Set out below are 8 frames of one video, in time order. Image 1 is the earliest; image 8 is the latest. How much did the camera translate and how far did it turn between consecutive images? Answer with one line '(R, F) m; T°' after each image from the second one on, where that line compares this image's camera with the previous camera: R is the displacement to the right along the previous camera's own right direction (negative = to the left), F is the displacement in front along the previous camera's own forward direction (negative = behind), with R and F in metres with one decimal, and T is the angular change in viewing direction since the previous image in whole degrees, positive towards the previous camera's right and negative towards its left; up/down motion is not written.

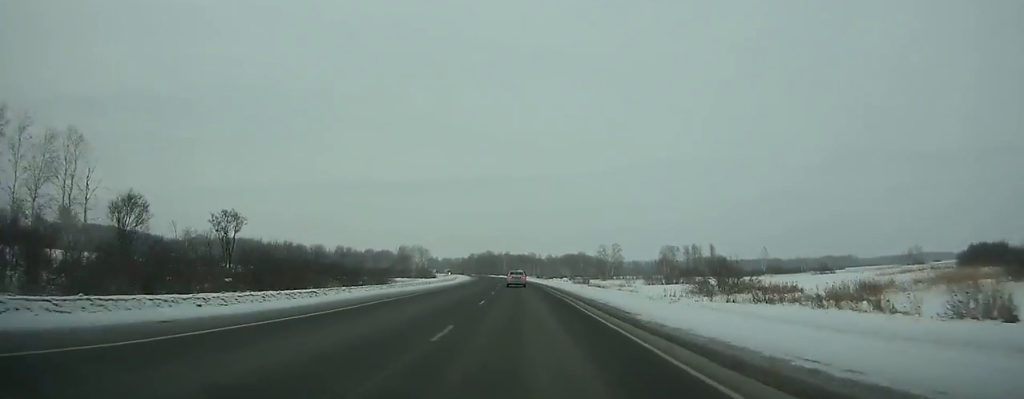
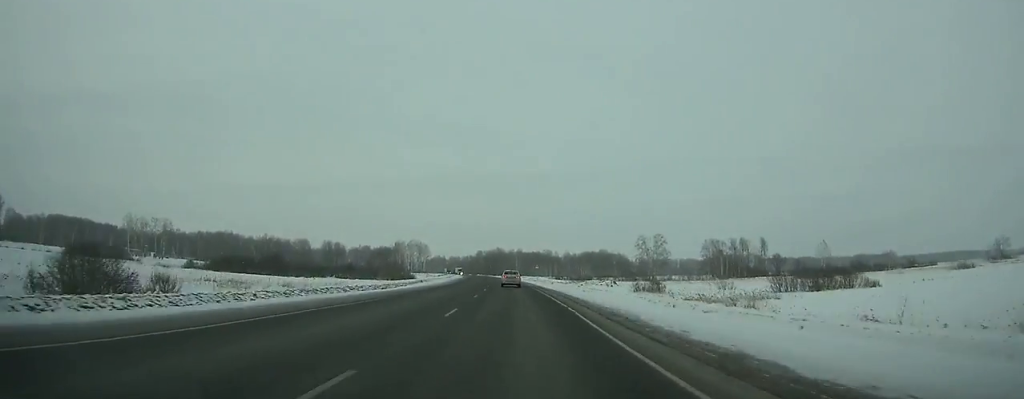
(-0.8, +63.5) m; -2°
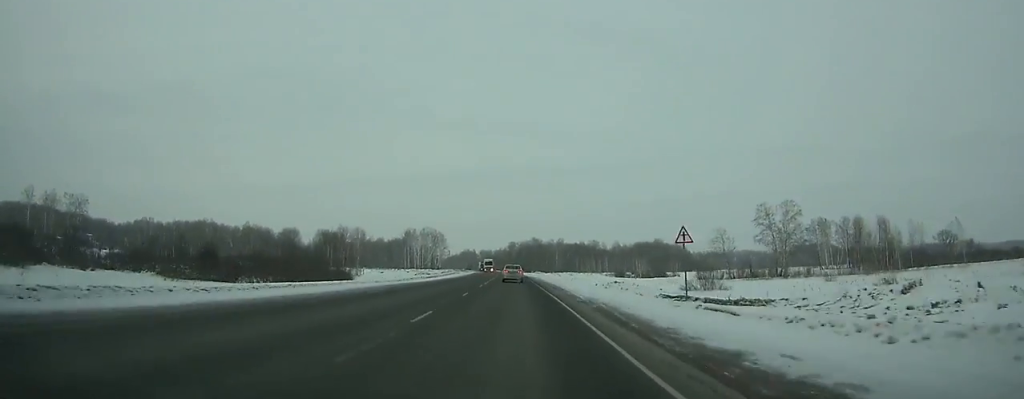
(-2.3, +86.2) m; -3°
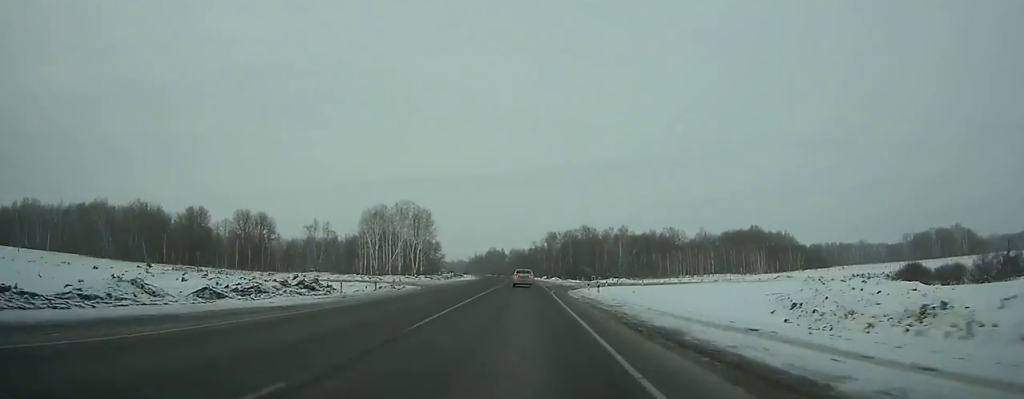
(-4.0, +147.2) m; -3°
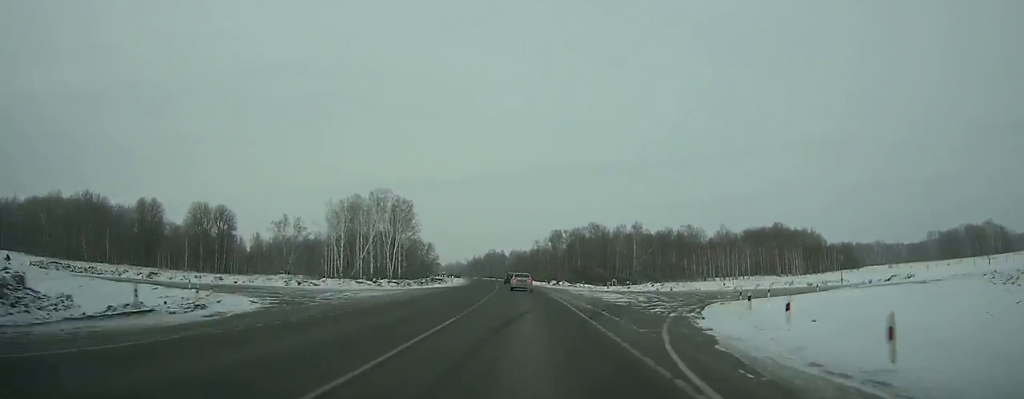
(+0.2, +34.2) m; -1°
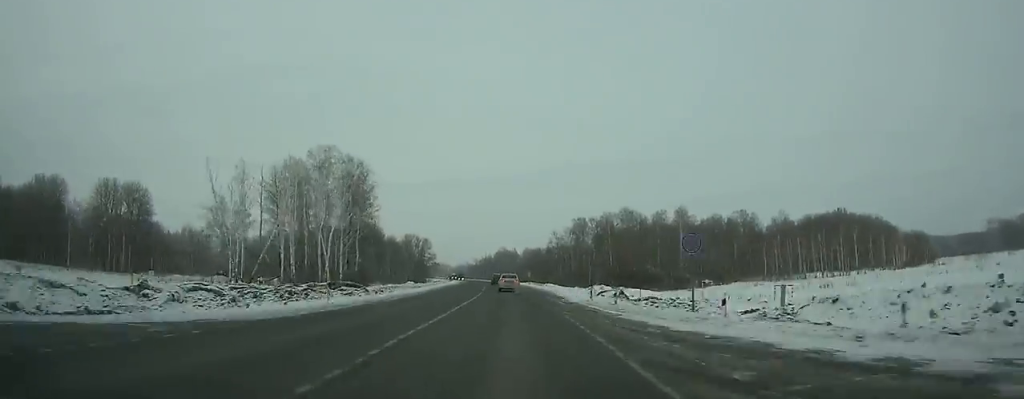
(-1.2, +54.0) m; -2°
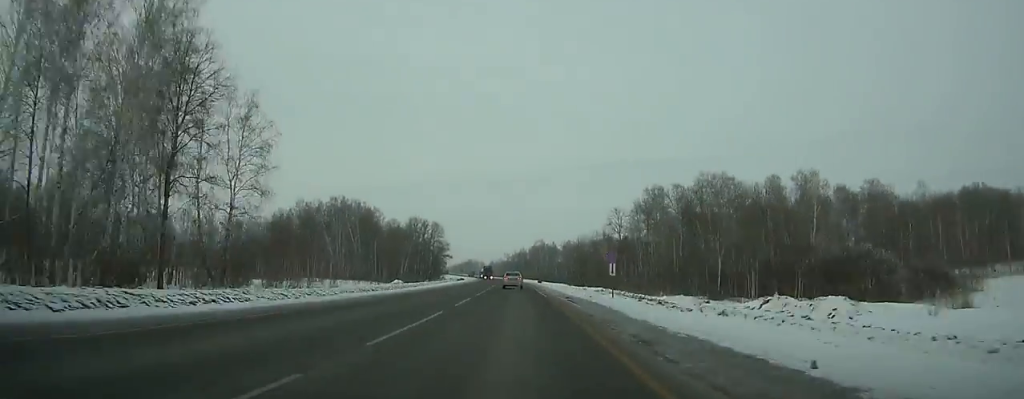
(-1.9, +69.5) m; -2°
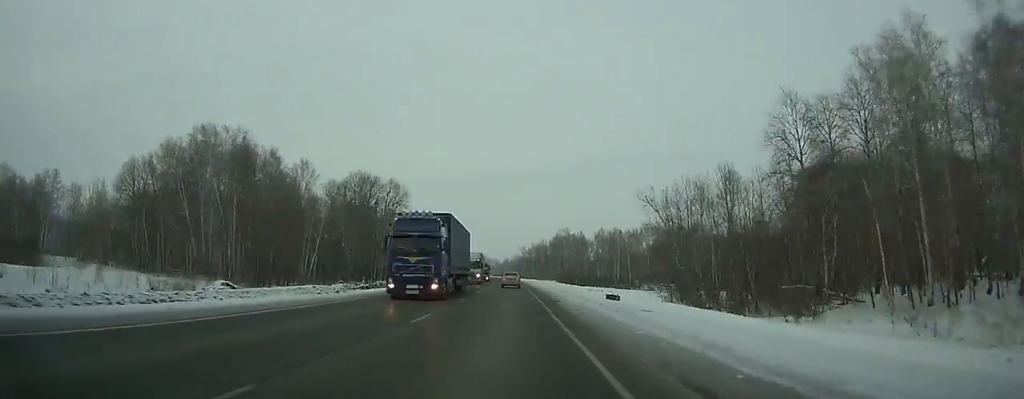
(-1.7, +86.0) m; -2°
